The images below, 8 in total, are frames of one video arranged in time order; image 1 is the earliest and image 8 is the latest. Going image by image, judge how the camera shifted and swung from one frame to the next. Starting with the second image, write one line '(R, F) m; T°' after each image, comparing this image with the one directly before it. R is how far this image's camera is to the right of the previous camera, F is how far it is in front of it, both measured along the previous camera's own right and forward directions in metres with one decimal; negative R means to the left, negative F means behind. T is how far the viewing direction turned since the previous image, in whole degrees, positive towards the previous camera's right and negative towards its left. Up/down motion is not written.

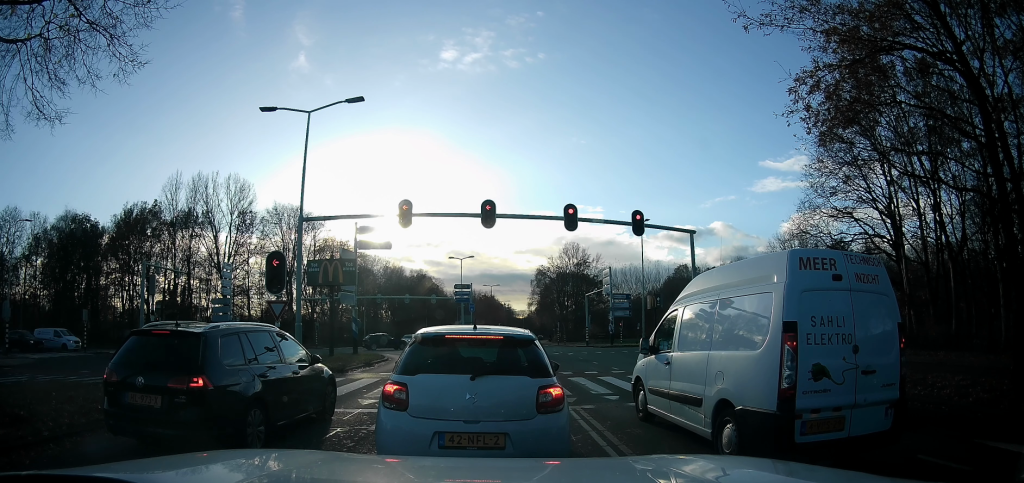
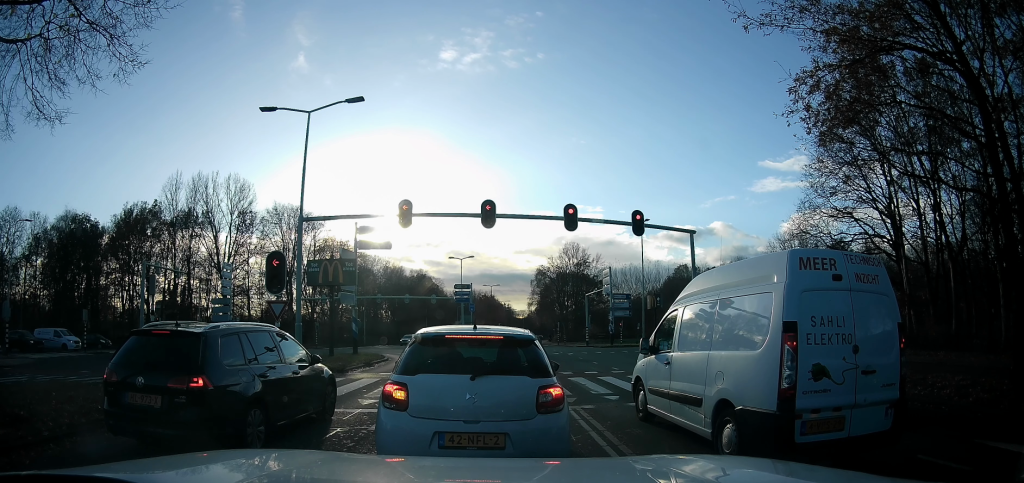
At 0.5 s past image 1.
(0.0, 0.0) m; 0°
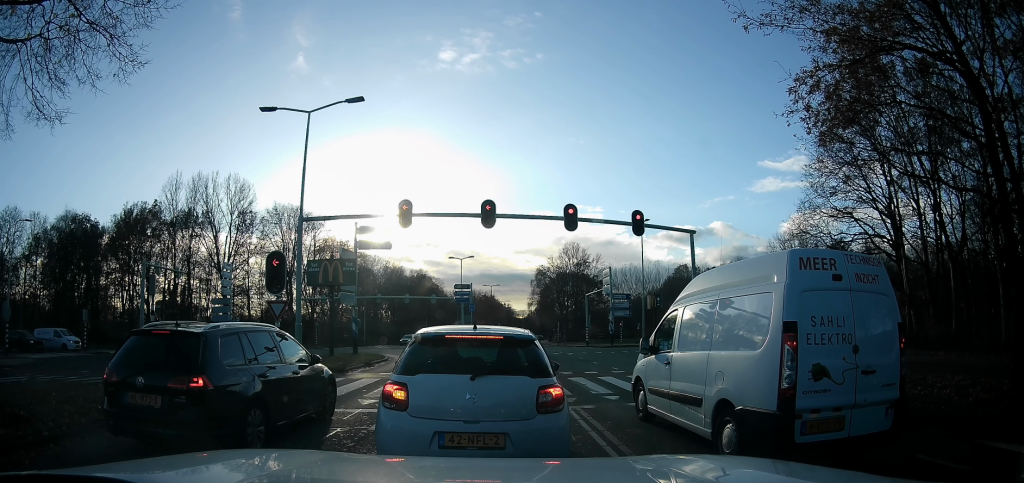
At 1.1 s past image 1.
(0.0, 0.0) m; 0°
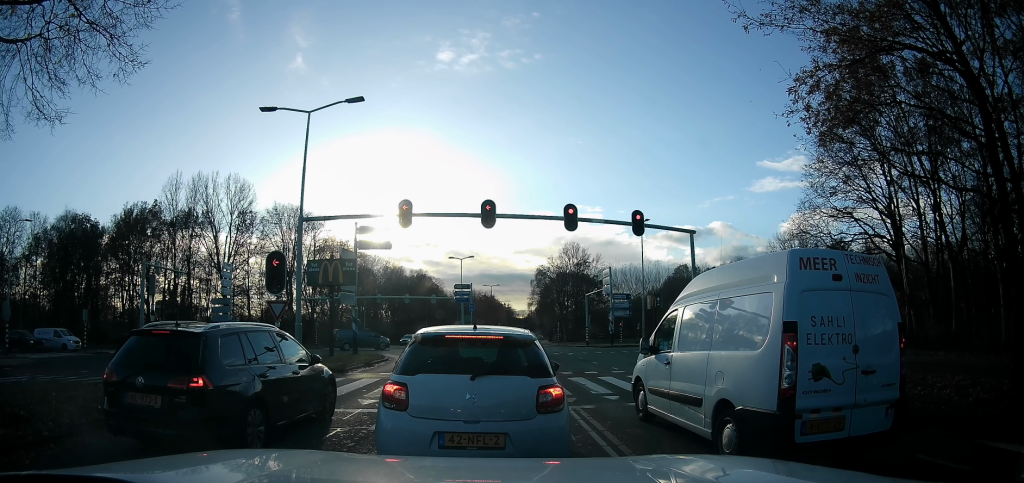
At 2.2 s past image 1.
(0.0, 0.0) m; 0°
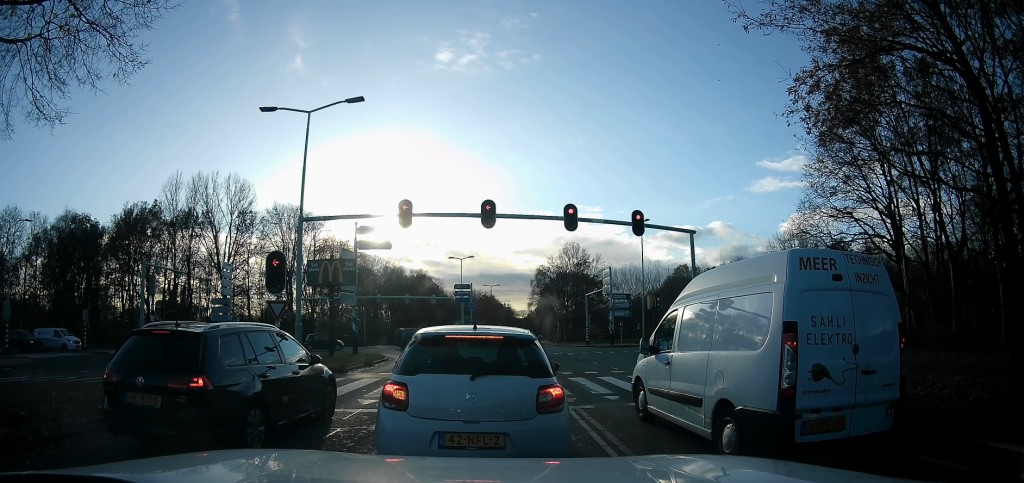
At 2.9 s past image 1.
(0.0, 0.0) m; 0°
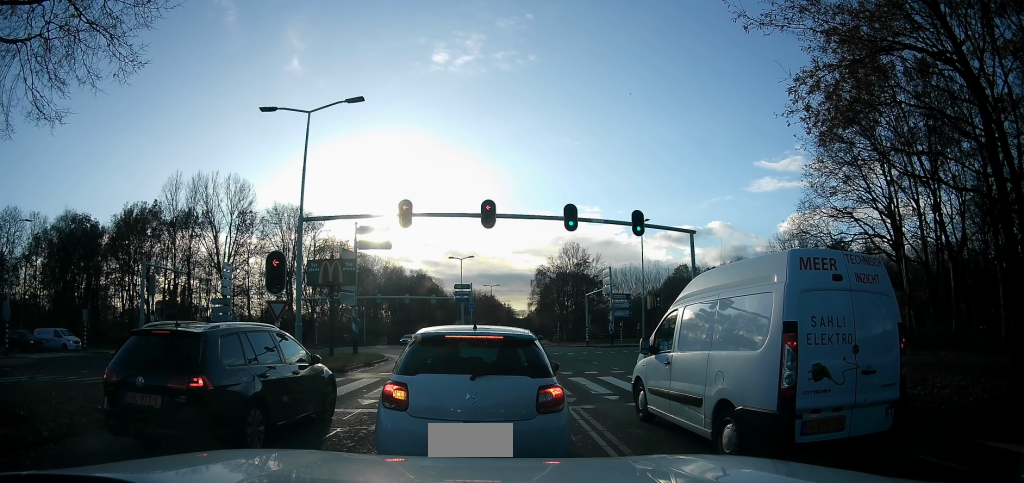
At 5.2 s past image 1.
(0.0, 0.0) m; 0°
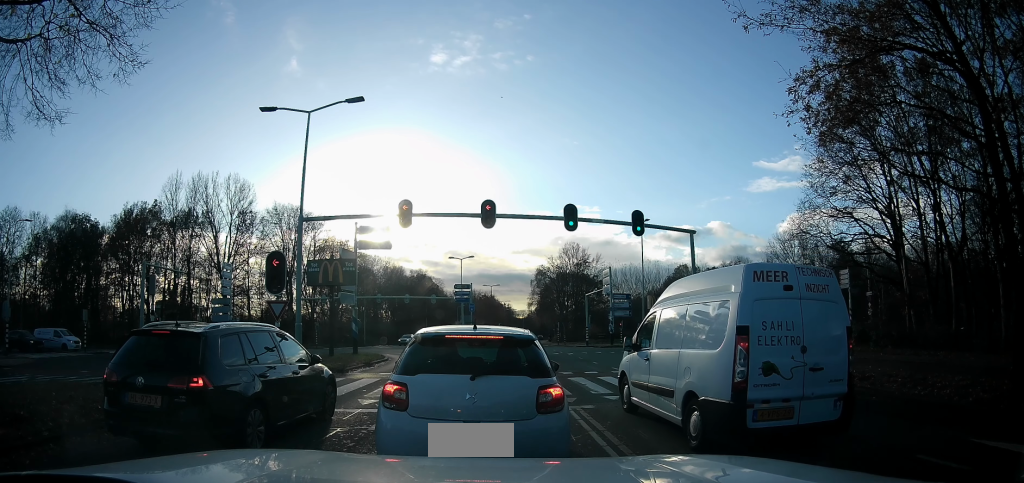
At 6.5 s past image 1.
(0.0, 0.0) m; 0°
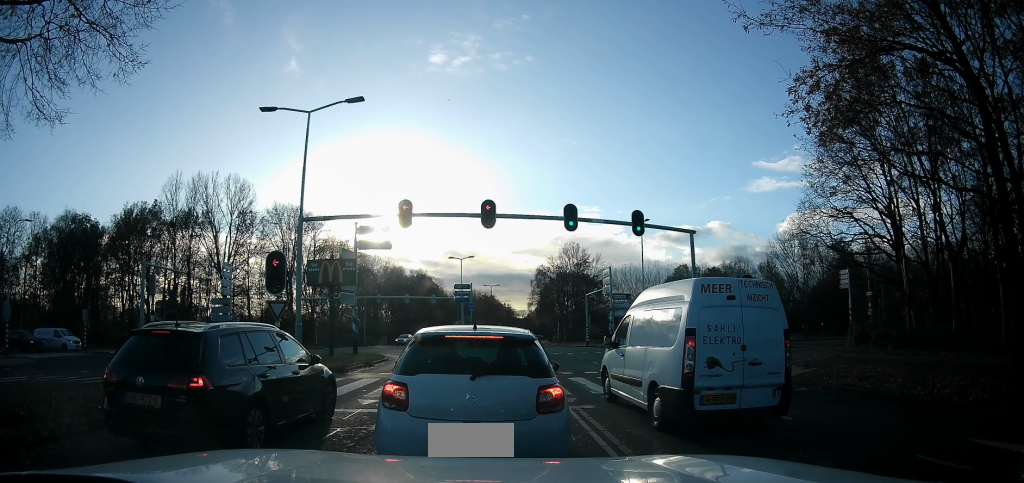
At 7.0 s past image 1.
(0.0, 0.0) m; 0°
